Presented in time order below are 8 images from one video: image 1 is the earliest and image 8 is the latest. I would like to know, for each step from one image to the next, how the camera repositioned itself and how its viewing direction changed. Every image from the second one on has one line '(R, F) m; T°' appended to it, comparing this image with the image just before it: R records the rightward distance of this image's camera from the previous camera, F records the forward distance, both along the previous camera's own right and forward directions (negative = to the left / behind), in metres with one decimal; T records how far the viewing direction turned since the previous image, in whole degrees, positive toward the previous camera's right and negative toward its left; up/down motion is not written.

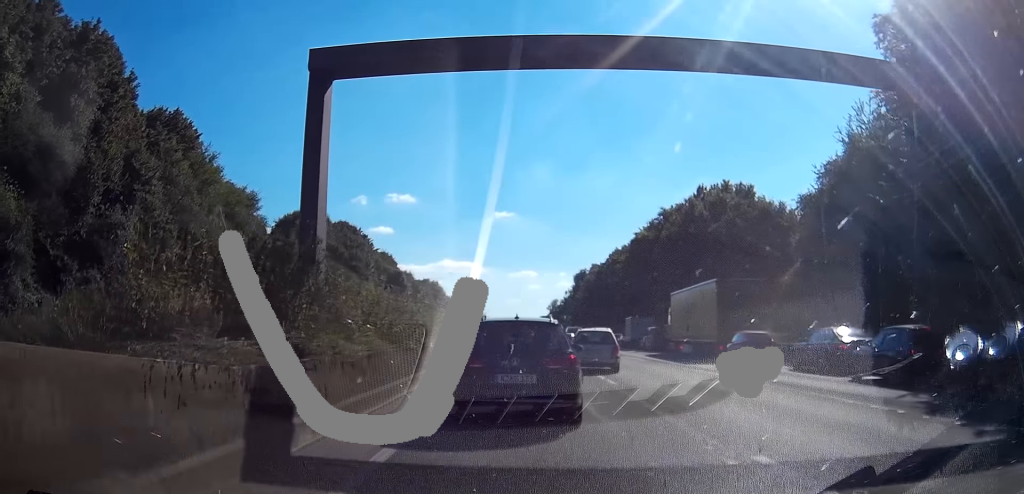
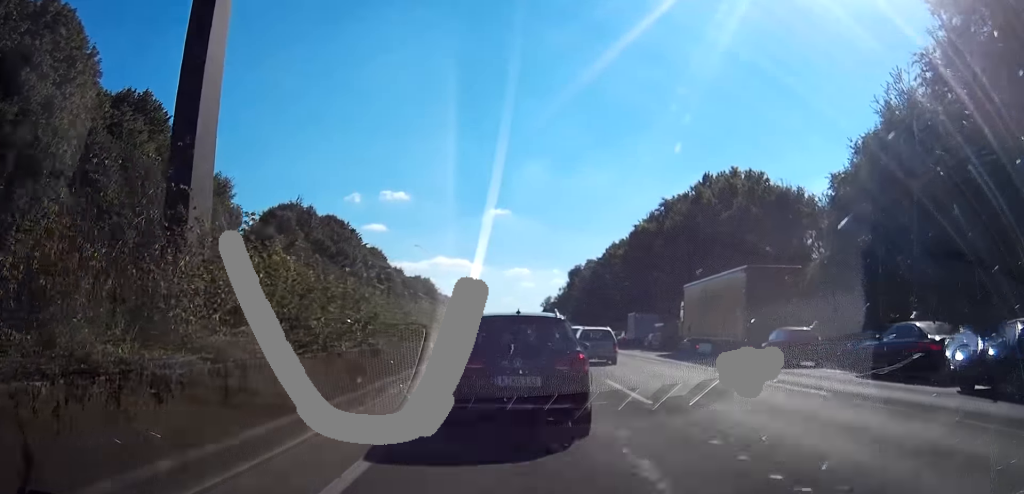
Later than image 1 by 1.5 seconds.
(0.0, +5.8) m; 0°
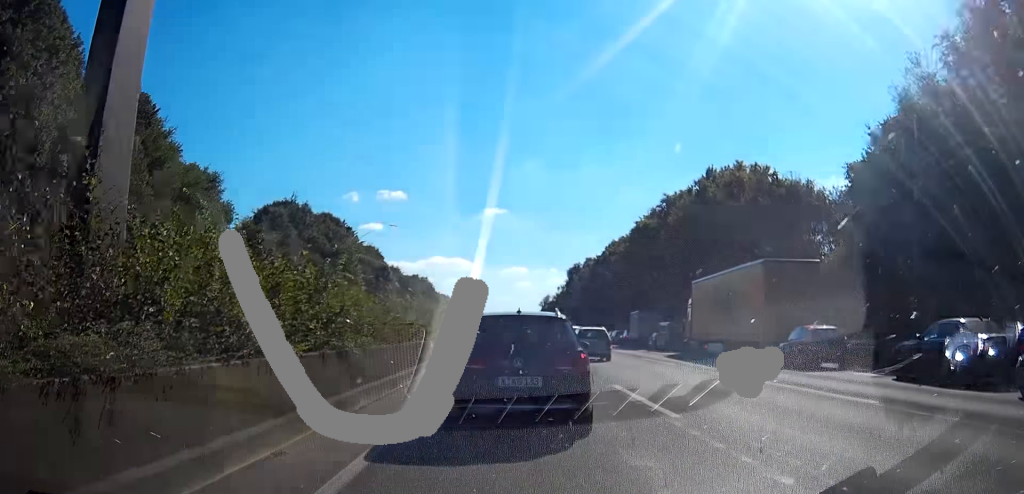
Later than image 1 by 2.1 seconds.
(+0.1, +2.4) m; -1°
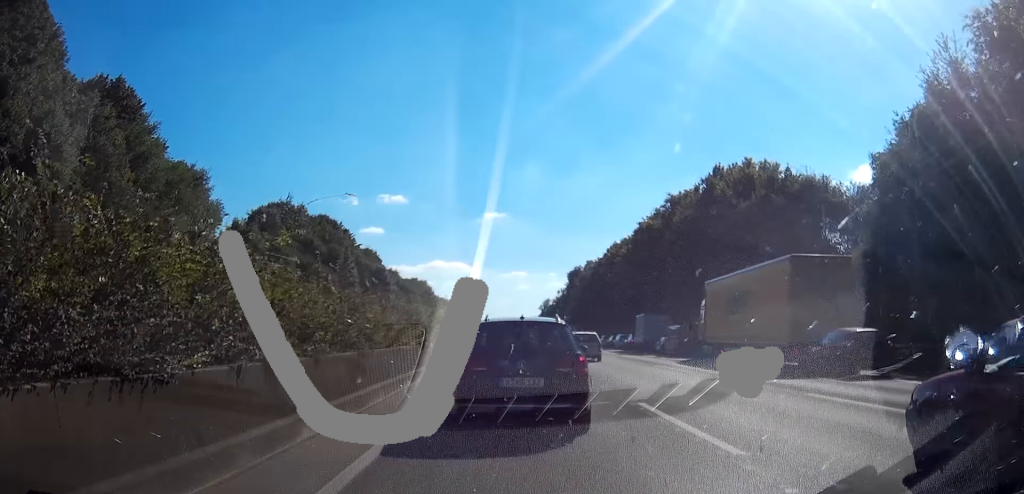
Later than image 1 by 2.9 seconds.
(-0.2, +3.6) m; -4°
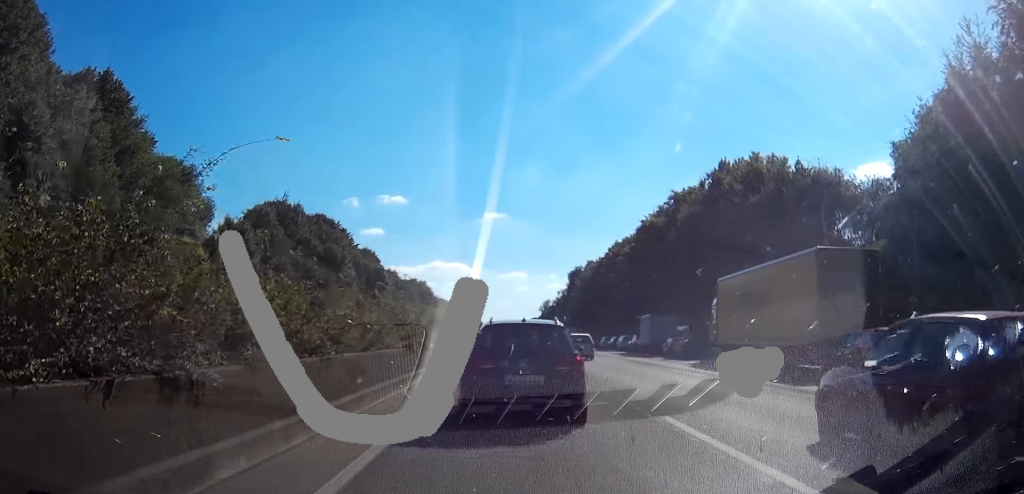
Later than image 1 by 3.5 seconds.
(-0.1, +2.7) m; 0°
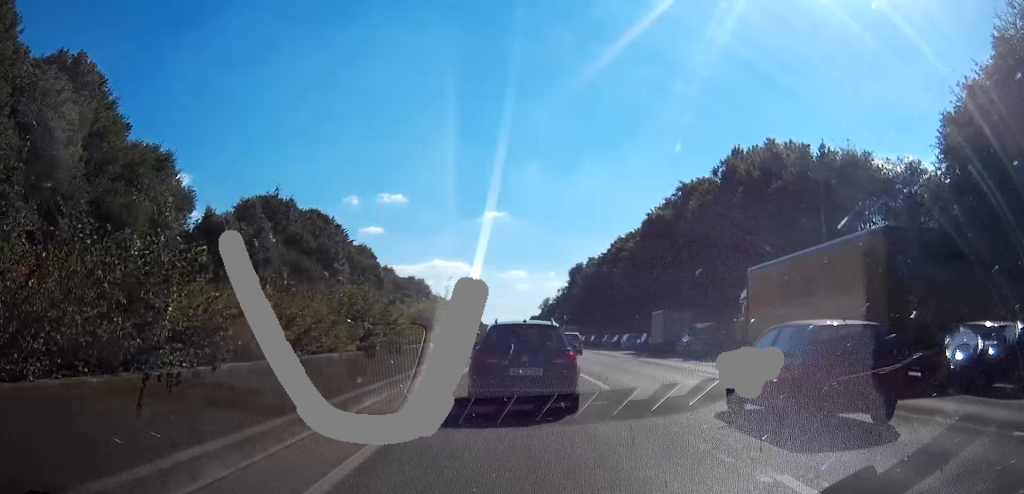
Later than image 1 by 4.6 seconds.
(+0.1, +5.6) m; +2°
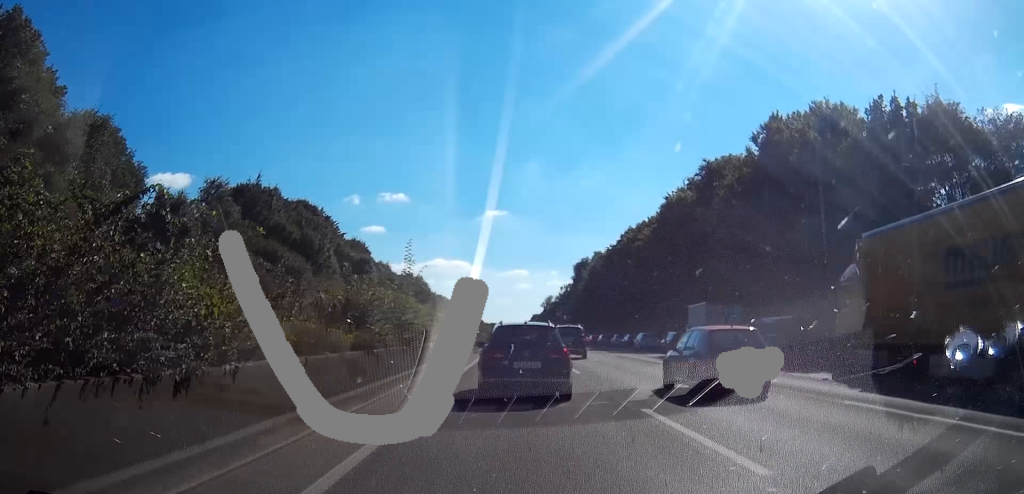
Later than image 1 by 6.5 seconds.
(+0.1, +12.8) m; +1°
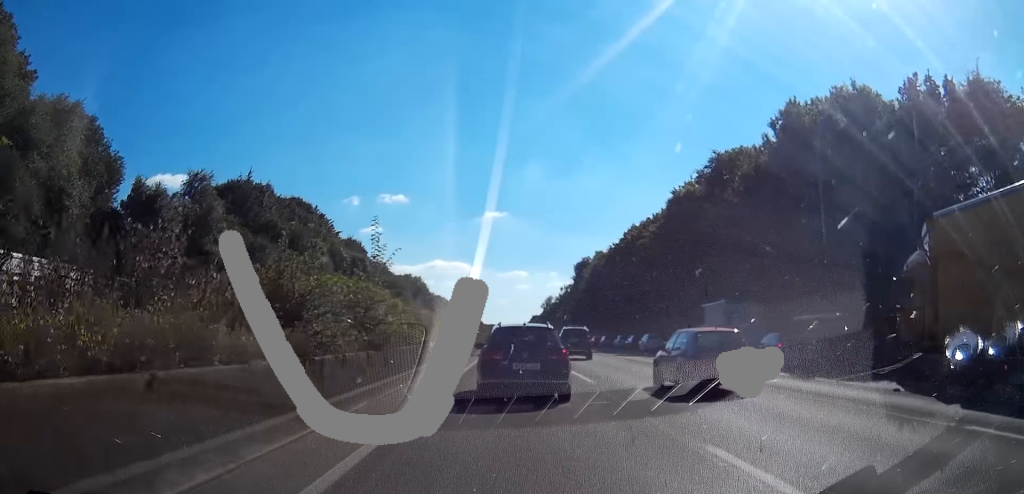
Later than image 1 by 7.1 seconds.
(0.0, +4.6) m; +1°
